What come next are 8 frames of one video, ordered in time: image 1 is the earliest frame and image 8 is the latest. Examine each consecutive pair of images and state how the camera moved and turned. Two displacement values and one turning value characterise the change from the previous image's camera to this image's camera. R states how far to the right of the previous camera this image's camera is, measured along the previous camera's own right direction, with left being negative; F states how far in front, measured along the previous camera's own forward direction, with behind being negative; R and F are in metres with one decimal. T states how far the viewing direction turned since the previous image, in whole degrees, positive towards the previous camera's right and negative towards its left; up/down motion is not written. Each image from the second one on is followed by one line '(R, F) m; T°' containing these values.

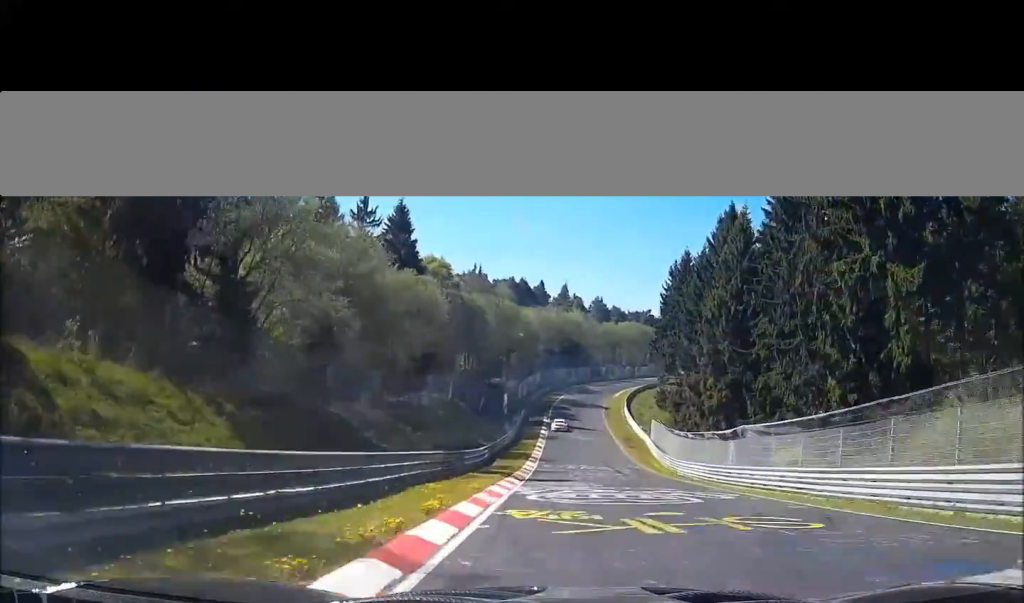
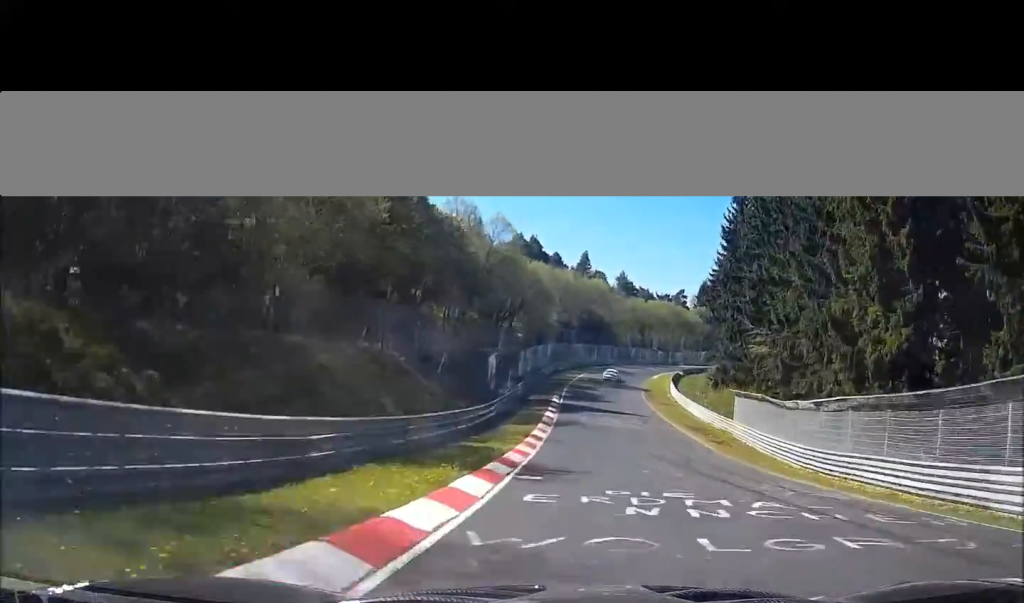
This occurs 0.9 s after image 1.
(-0.4, +36.6) m; -2°
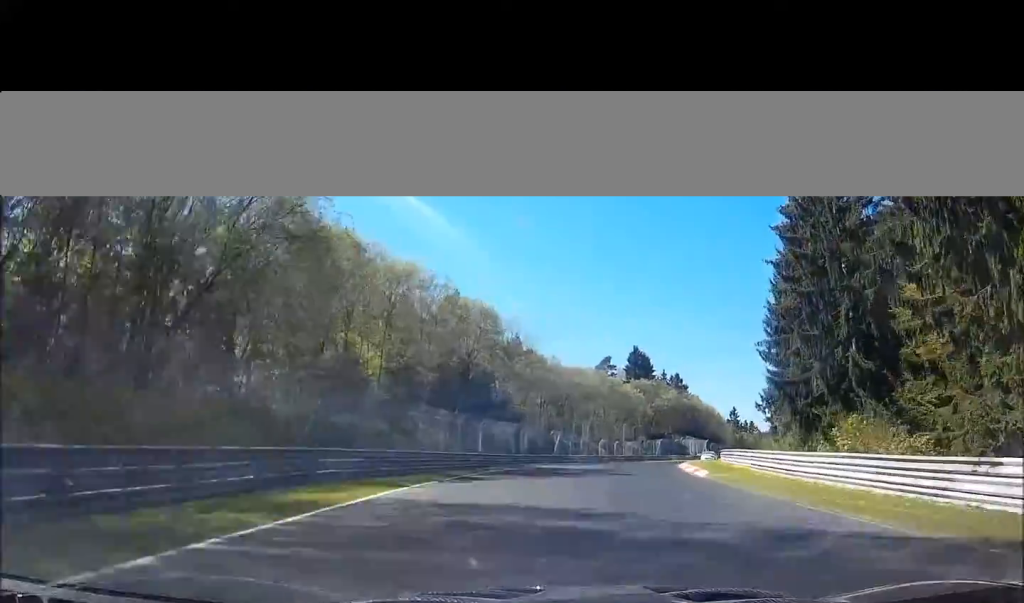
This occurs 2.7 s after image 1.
(-0.9, +75.2) m; +4°
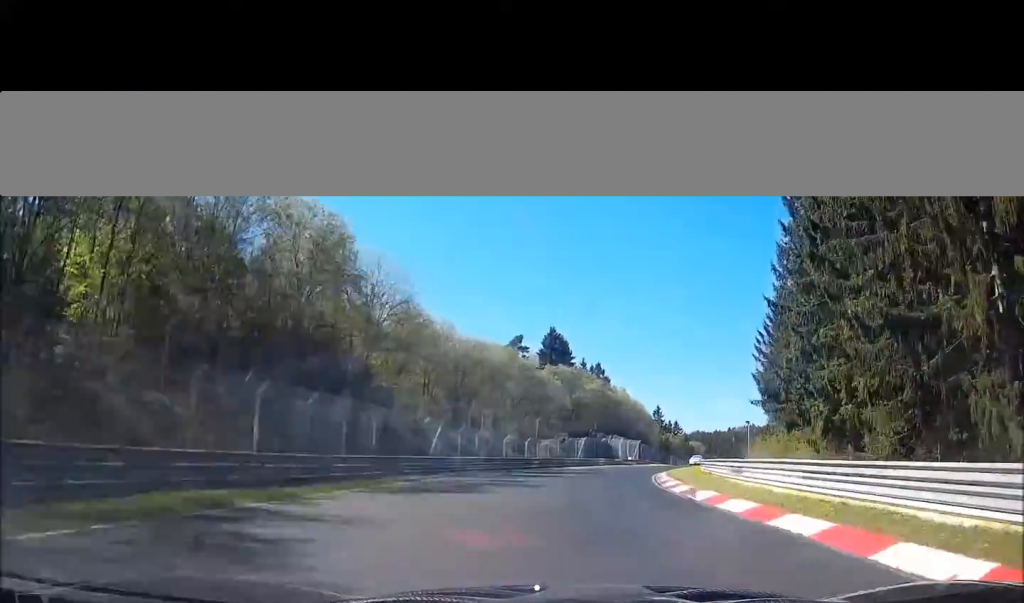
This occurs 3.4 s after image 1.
(+1.0, +27.0) m; +7°
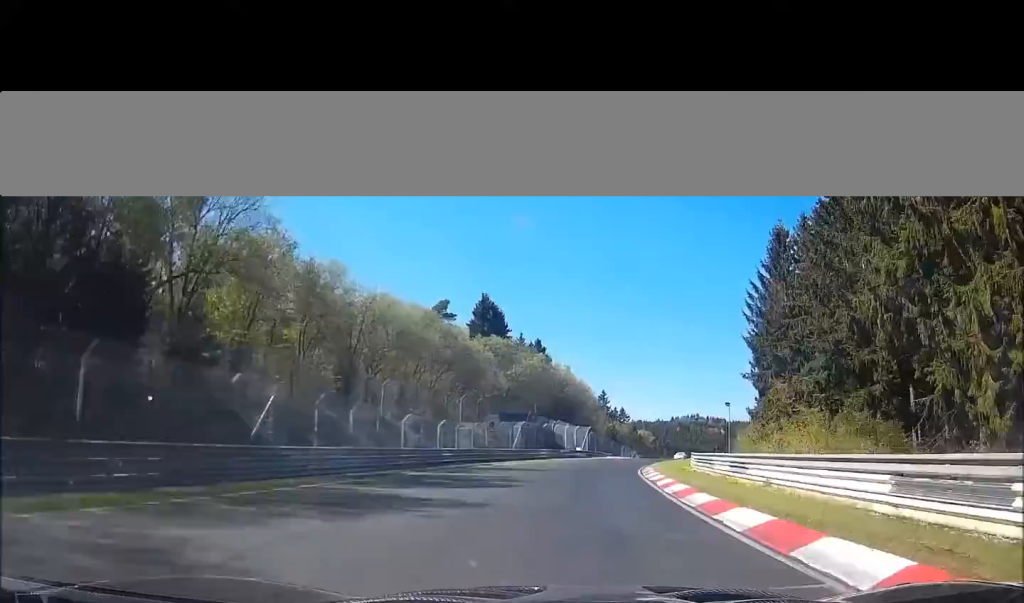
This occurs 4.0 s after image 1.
(+1.6, +19.8) m; +5°
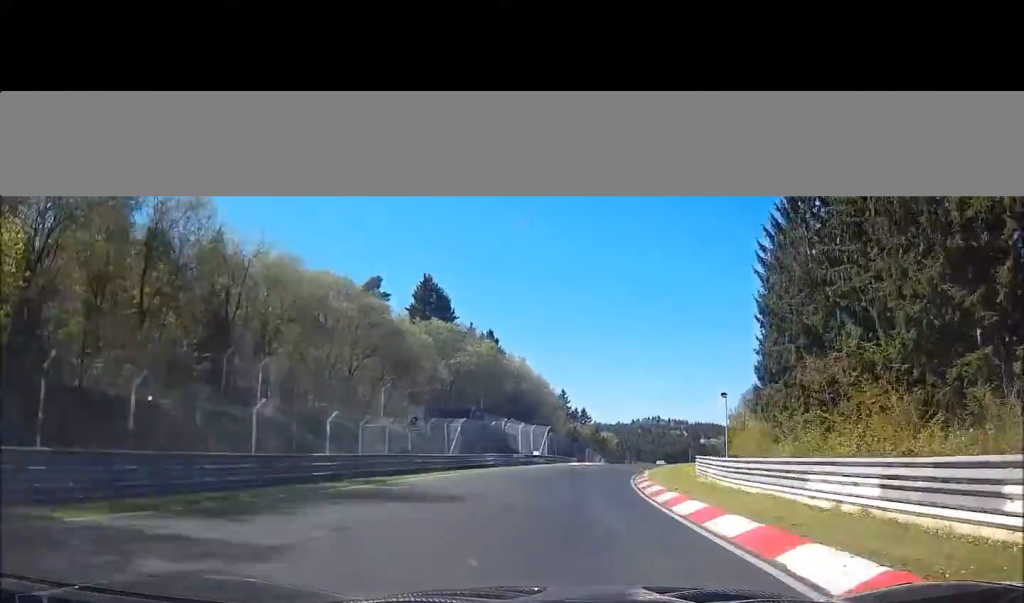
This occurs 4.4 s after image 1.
(-0.1, +16.2) m; +4°
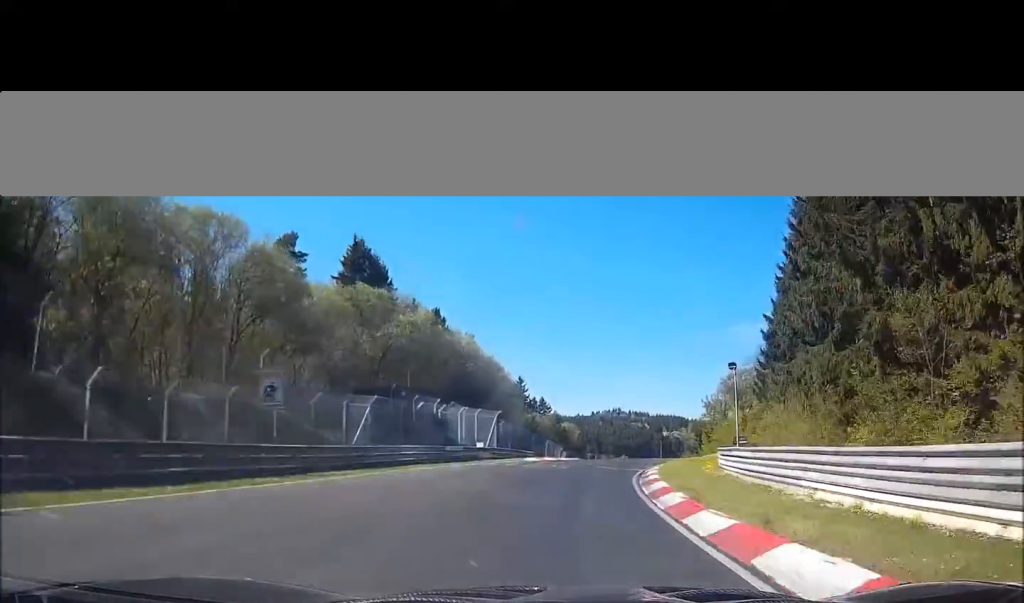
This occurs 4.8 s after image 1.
(+1.4, +16.5) m; +3°
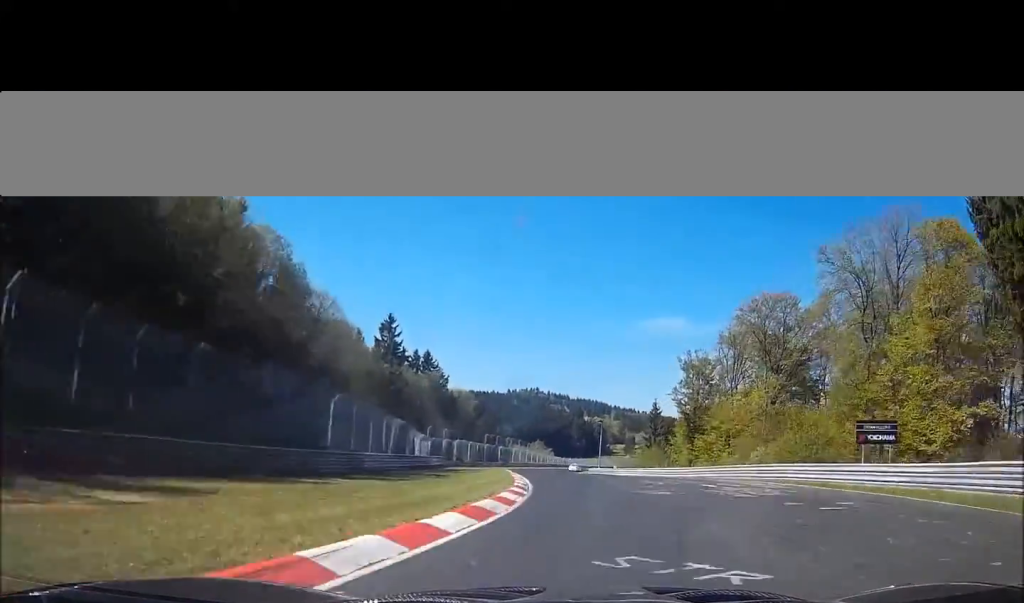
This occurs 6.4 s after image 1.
(+5.3, +62.6) m; +6°
